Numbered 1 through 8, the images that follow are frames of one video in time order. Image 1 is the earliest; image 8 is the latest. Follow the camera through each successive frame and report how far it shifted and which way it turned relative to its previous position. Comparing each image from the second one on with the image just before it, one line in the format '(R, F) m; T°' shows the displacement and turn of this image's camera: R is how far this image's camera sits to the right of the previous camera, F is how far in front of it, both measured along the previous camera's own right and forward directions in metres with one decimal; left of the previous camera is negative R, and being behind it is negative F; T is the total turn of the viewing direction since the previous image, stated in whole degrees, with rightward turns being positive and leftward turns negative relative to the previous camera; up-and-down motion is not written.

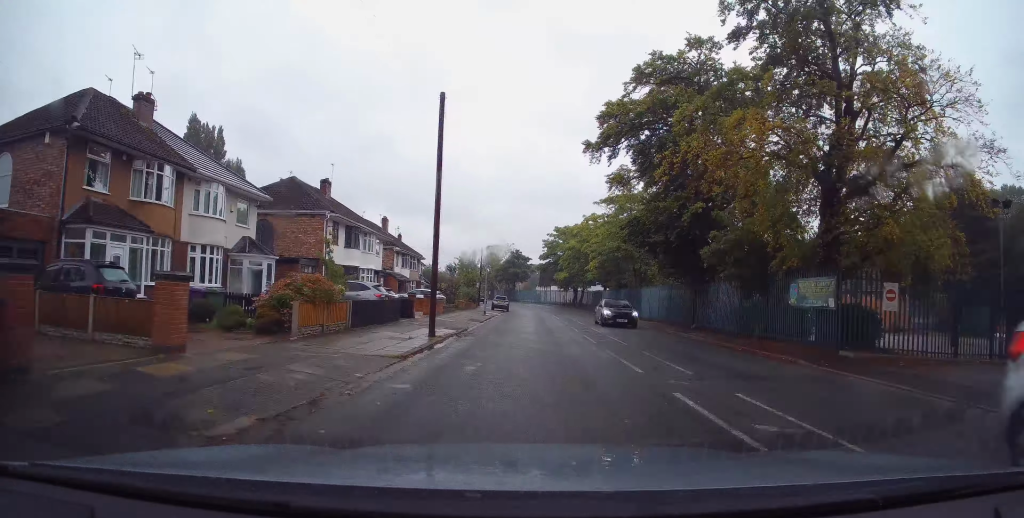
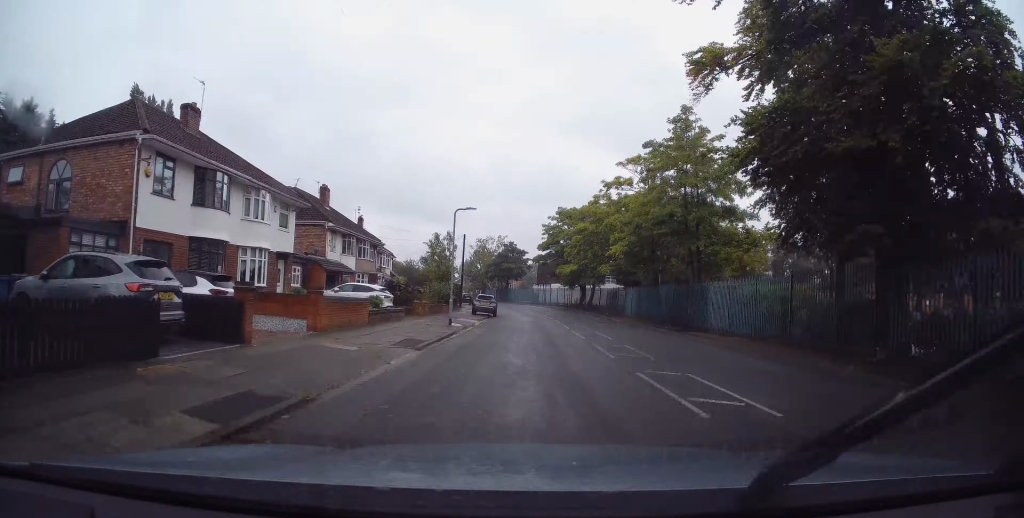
(+0.5, +16.1) m; +3°
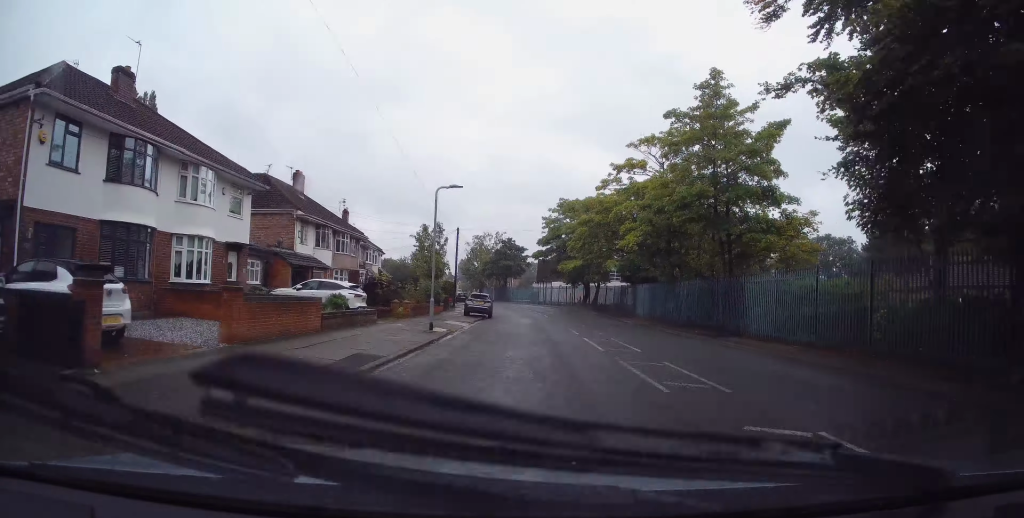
(0.0, +4.6) m; 0°
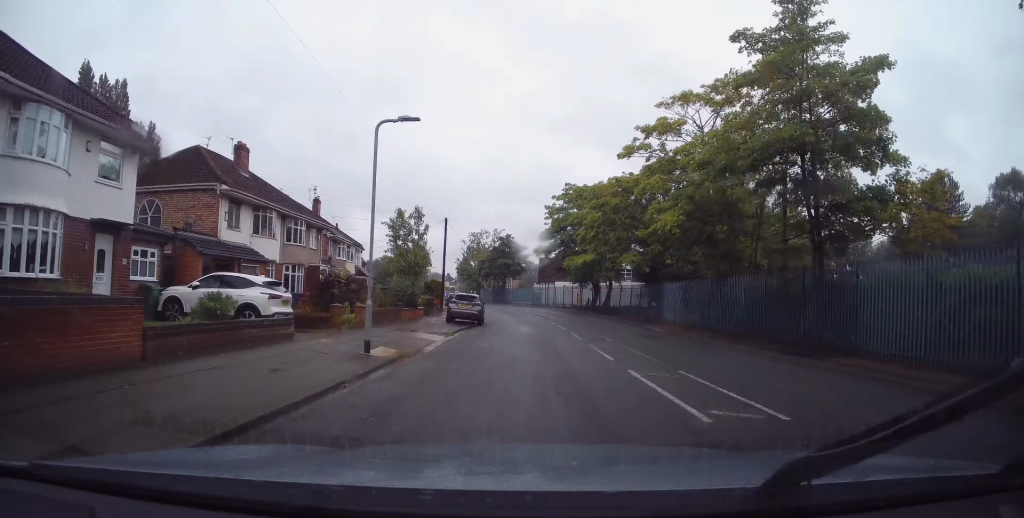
(+0.3, +7.7) m; 0°
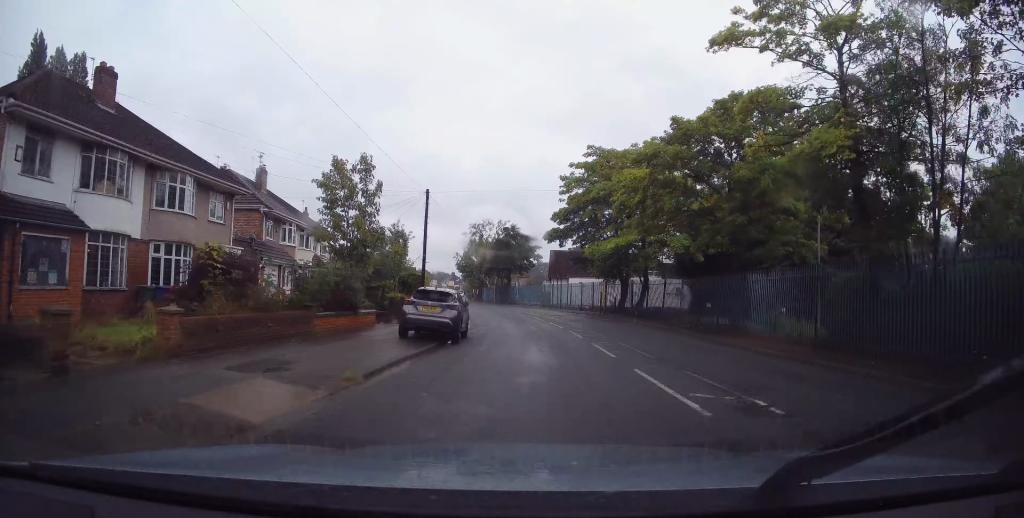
(-0.5, +11.6) m; -2°
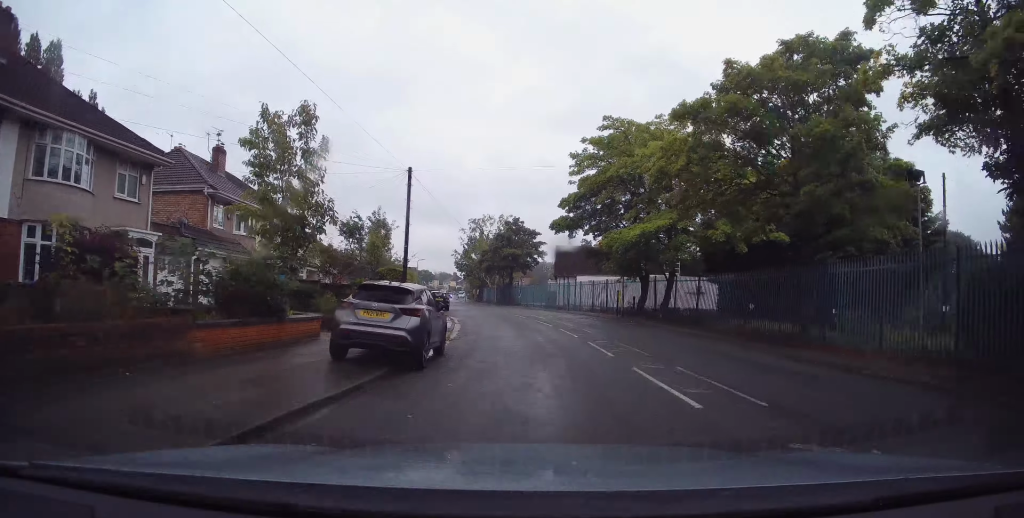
(+0.1, +5.9) m; 0°
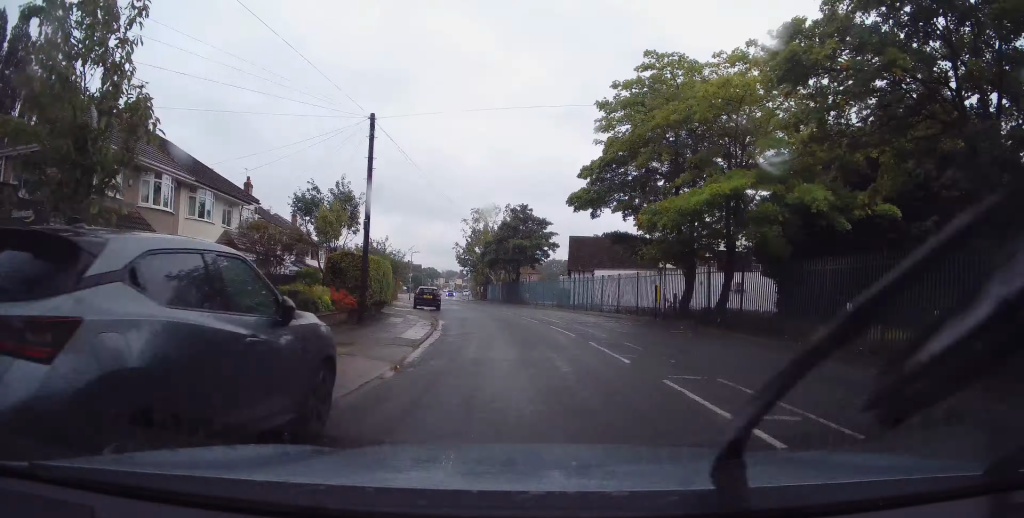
(+0.1, +8.2) m; -2°
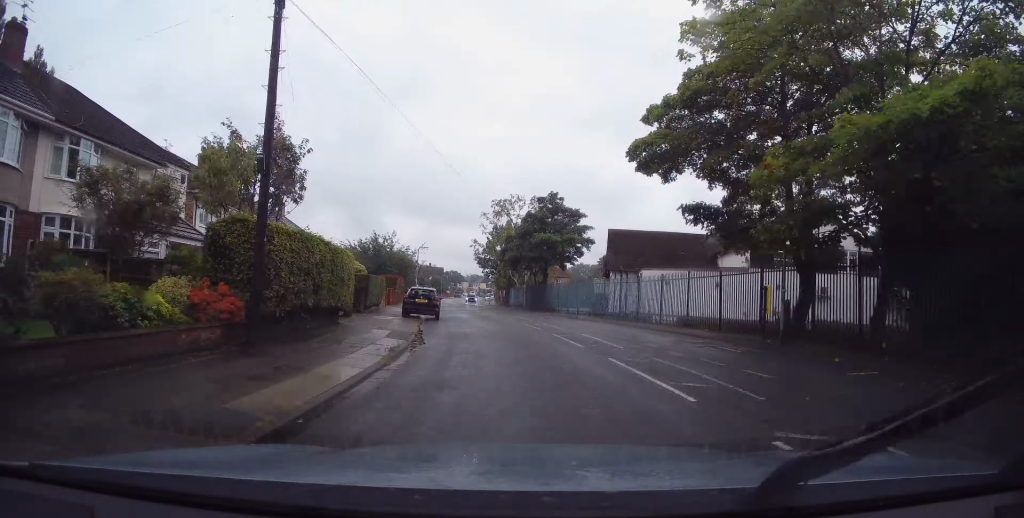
(-0.5, +9.8) m; -3°
